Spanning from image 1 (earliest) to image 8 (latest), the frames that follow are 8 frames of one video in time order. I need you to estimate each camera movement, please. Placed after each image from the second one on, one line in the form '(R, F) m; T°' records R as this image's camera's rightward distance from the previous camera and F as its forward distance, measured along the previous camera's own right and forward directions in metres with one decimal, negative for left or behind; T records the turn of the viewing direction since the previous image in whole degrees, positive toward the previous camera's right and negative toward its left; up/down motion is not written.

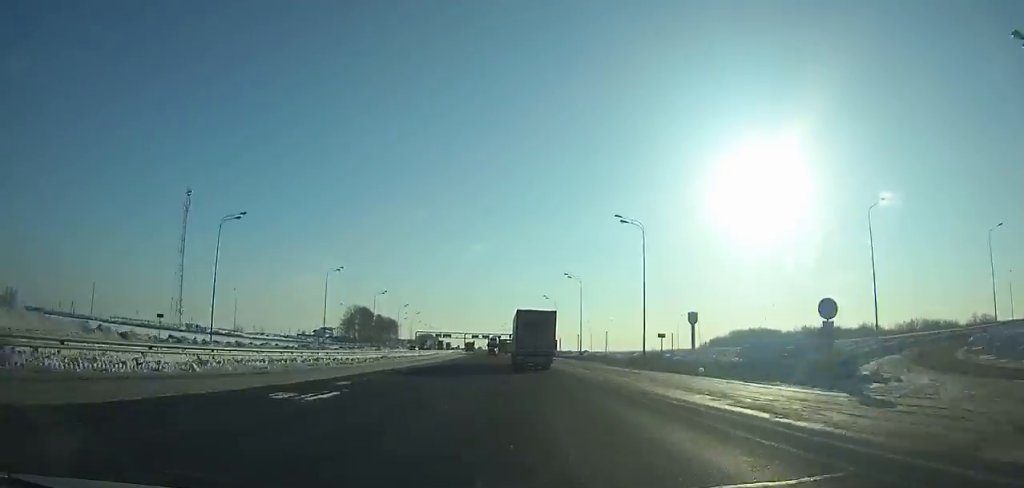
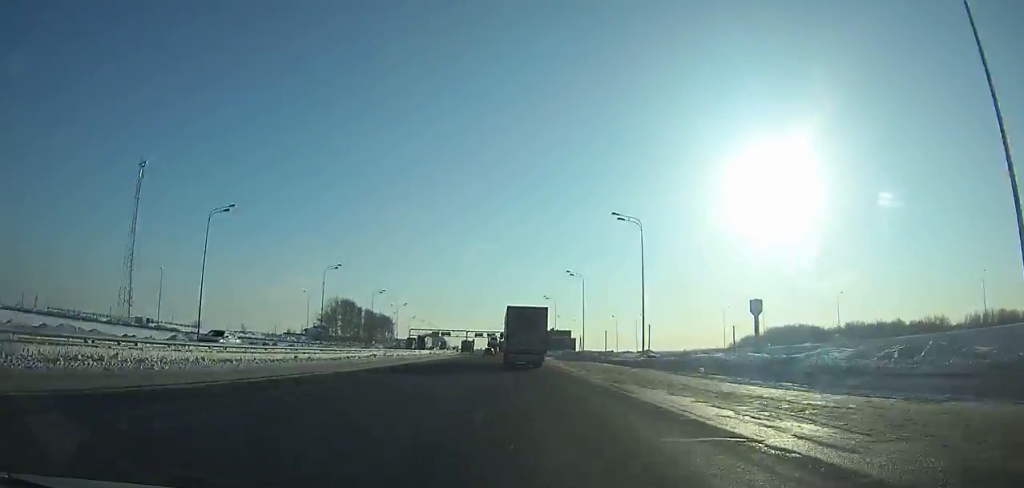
(-0.6, +41.2) m; -1°
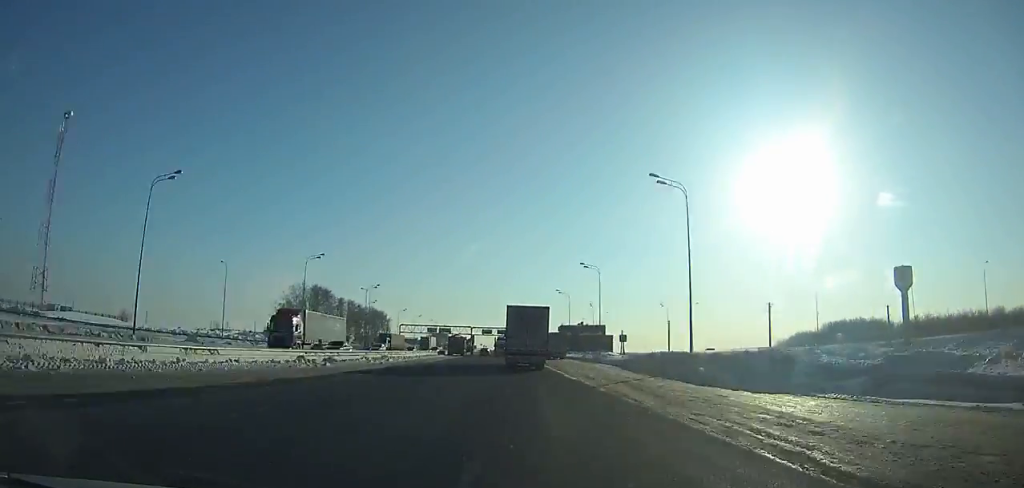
(-0.7, +51.3) m; -2°
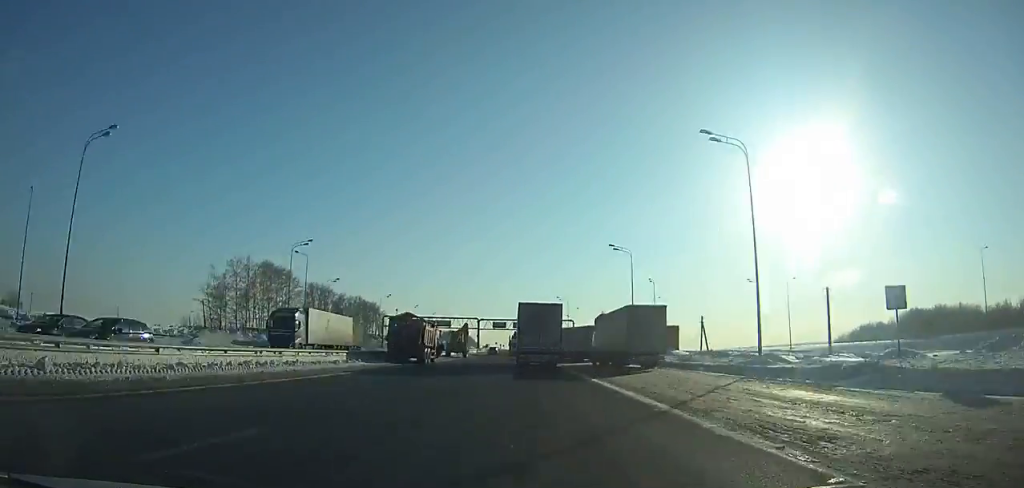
(-0.7, +50.4) m; -1°
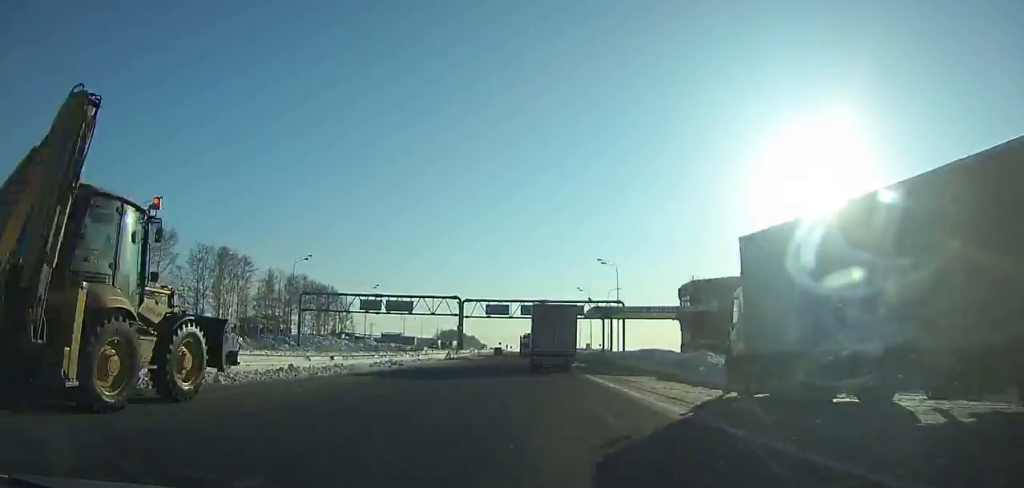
(-0.5, +64.1) m; 0°
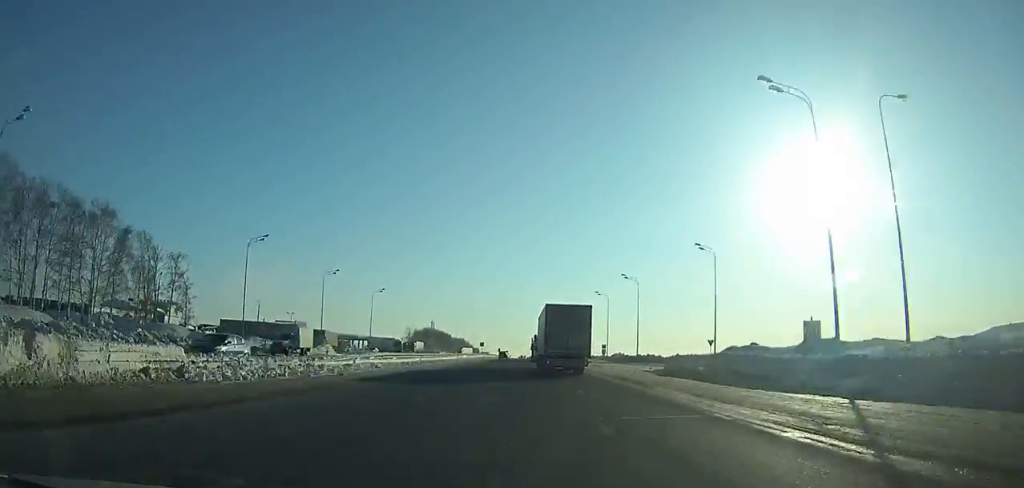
(-0.2, +101.3) m; 0°
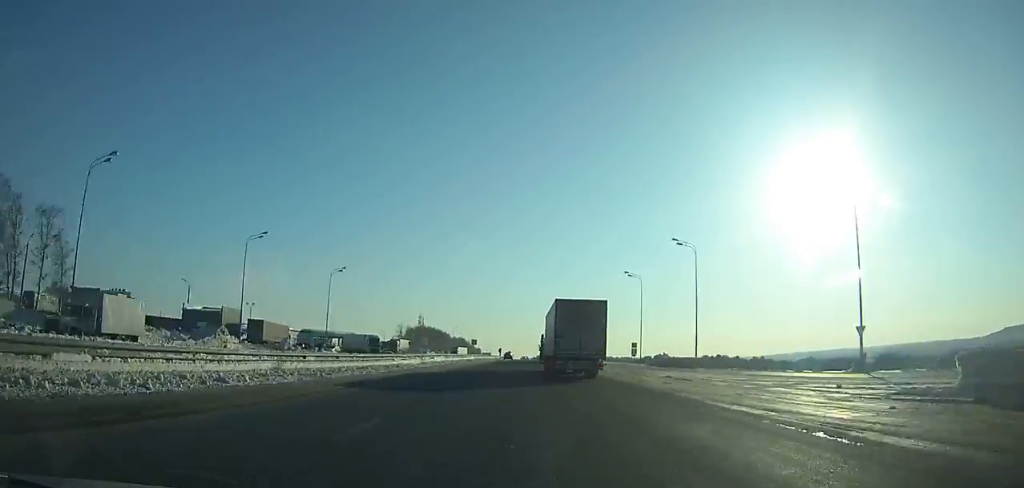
(0.0, +30.6) m; 0°
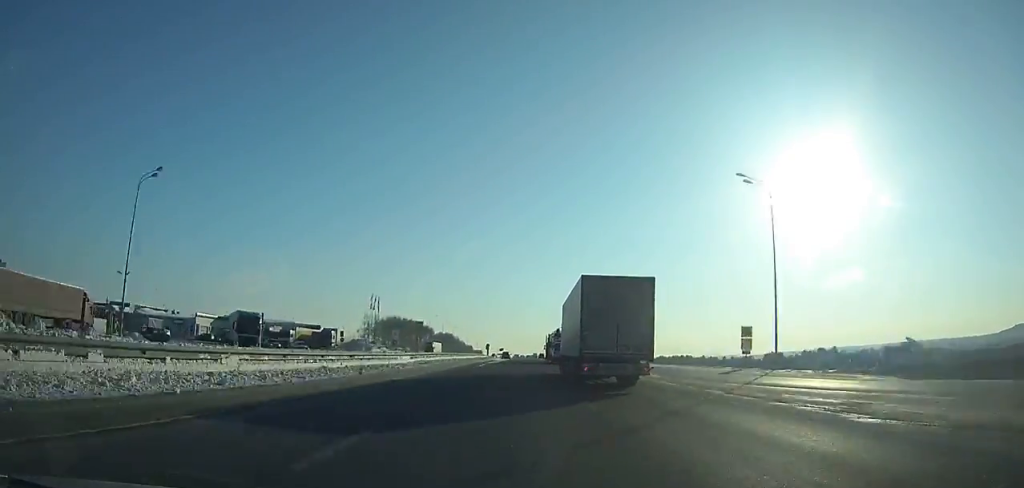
(+0.1, +51.6) m; 0°
